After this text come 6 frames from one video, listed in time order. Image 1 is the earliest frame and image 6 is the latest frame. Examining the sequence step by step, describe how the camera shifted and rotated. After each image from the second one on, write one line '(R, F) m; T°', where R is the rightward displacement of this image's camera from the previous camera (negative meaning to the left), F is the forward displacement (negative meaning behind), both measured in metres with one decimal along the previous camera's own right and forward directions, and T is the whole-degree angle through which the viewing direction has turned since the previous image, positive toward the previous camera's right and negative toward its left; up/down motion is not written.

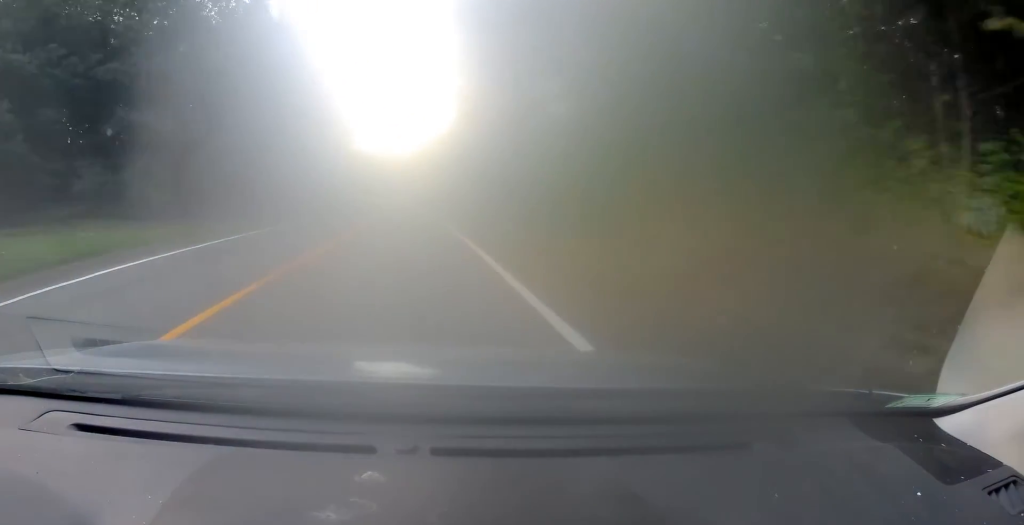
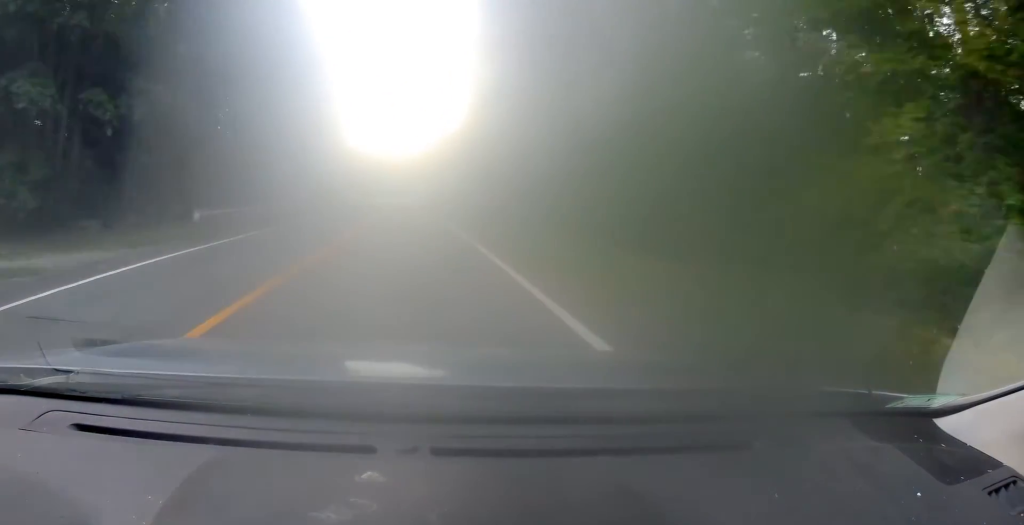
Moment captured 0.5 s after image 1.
(0.0, +10.3) m; 0°
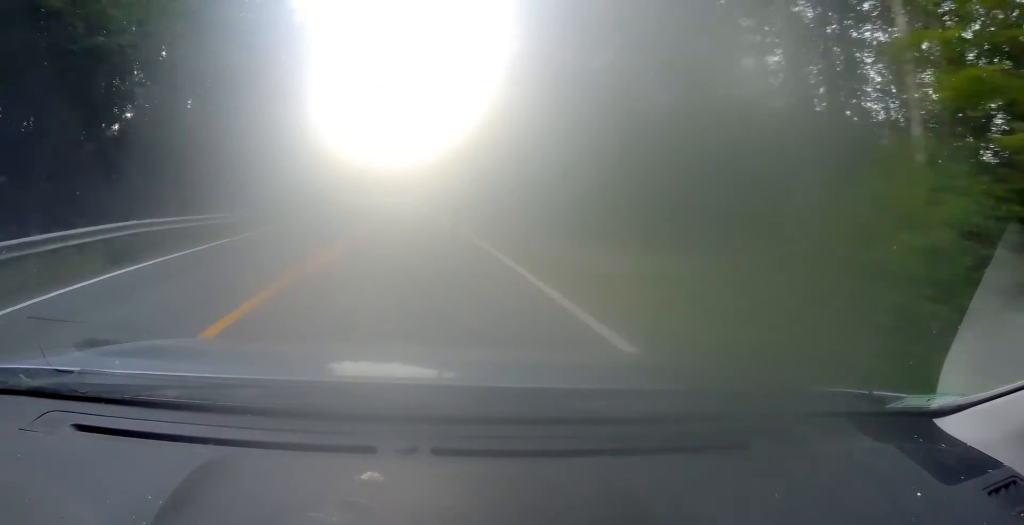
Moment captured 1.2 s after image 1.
(0.0, +14.9) m; +1°
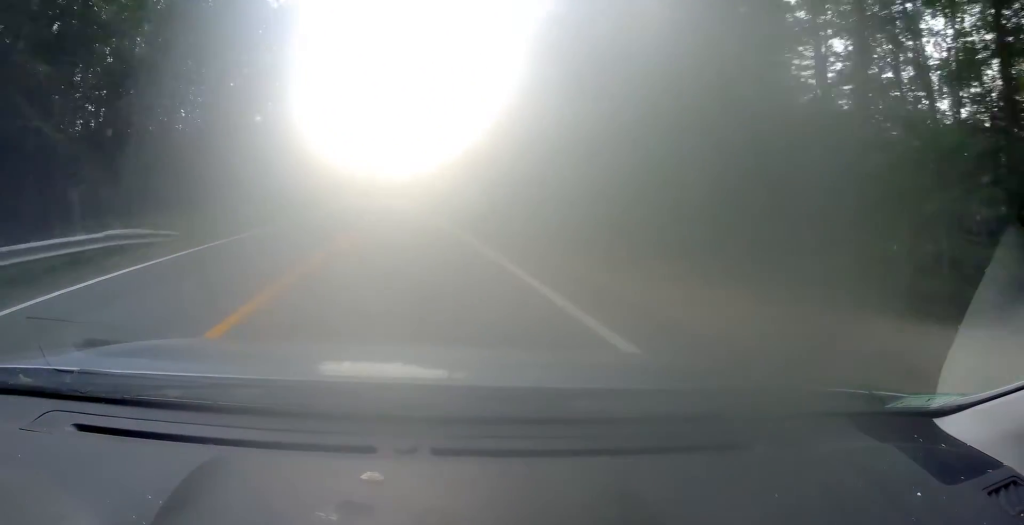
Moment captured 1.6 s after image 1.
(0.0, +8.6) m; 0°
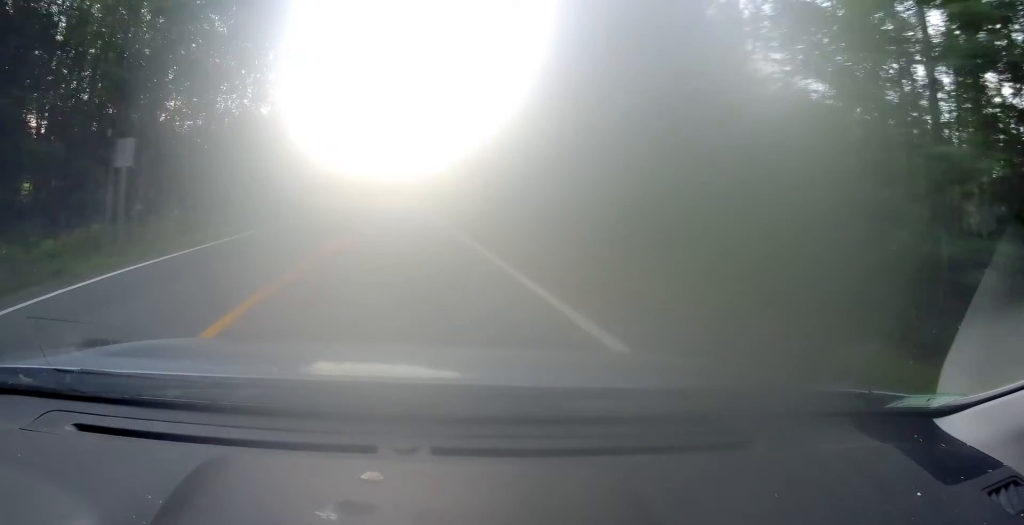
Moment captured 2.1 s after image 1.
(+0.1, +11.9) m; +1°
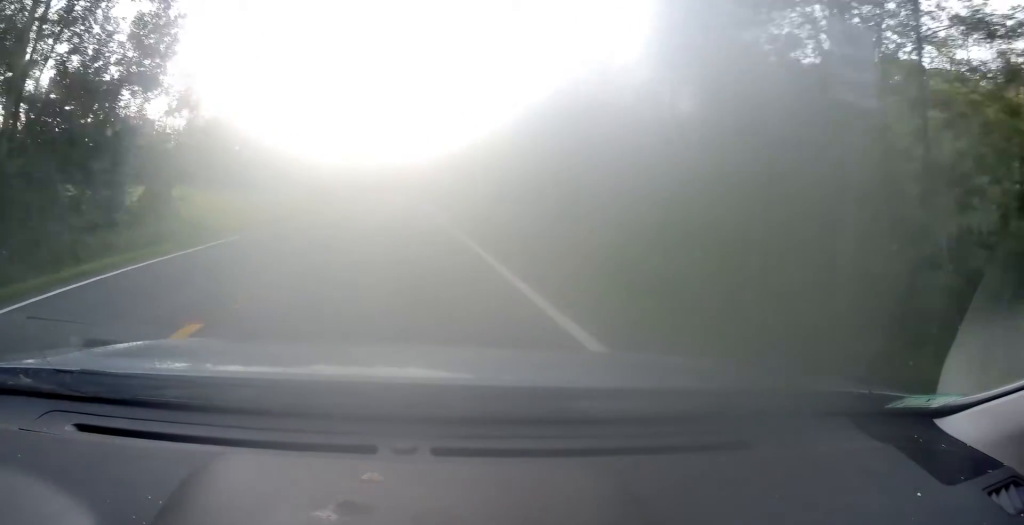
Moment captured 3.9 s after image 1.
(+0.1, +39.5) m; -1°
